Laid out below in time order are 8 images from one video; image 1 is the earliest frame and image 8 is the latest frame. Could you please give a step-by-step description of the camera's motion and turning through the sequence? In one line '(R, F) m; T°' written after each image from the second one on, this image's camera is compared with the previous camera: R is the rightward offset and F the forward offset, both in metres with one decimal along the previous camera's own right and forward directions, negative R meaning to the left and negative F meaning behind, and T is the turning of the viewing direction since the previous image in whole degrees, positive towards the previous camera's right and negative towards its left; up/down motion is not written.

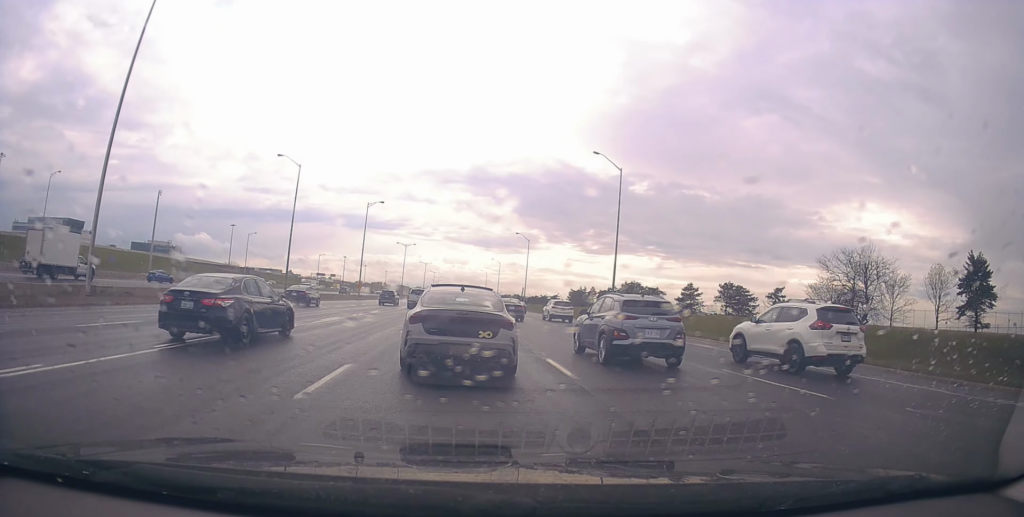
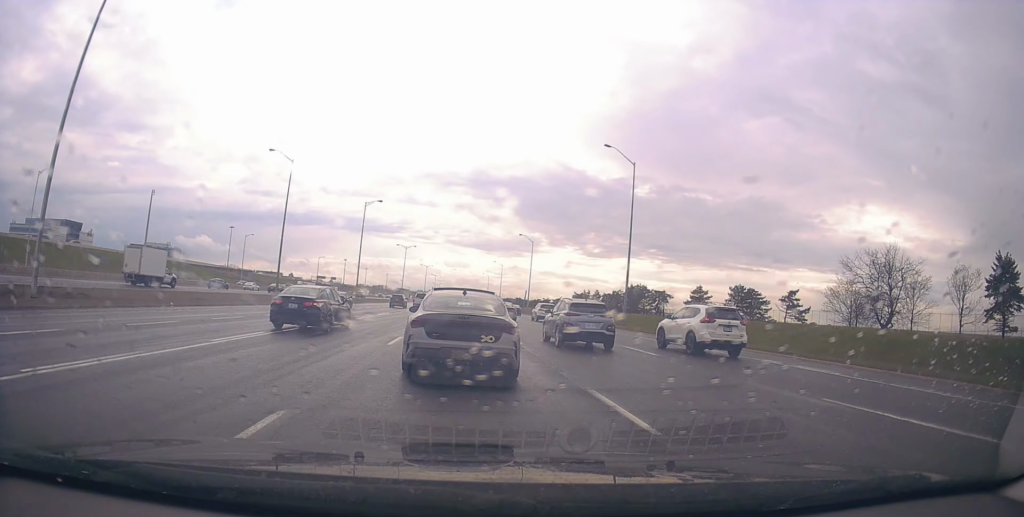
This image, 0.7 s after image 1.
(-0.1, +4.2) m; -2°
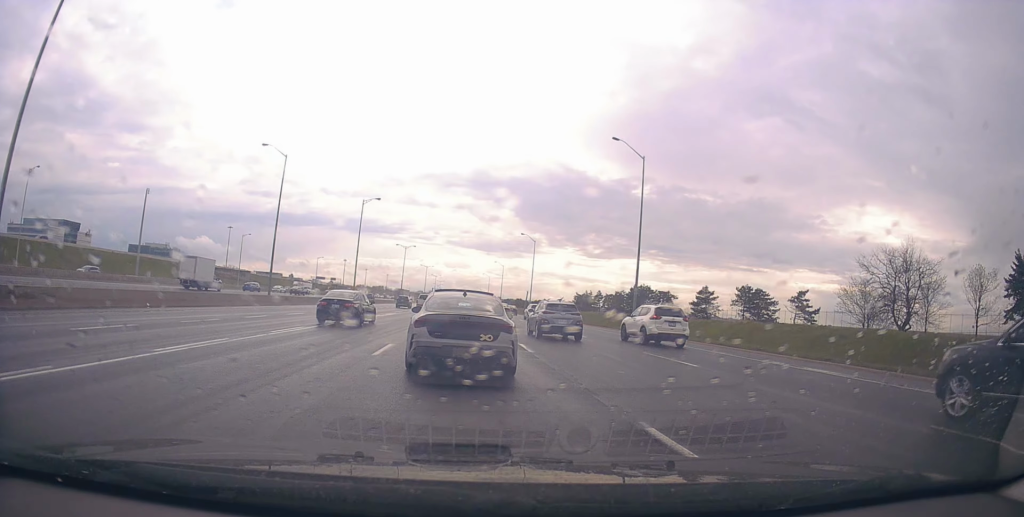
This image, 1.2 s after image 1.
(+0.2, +2.7) m; -2°
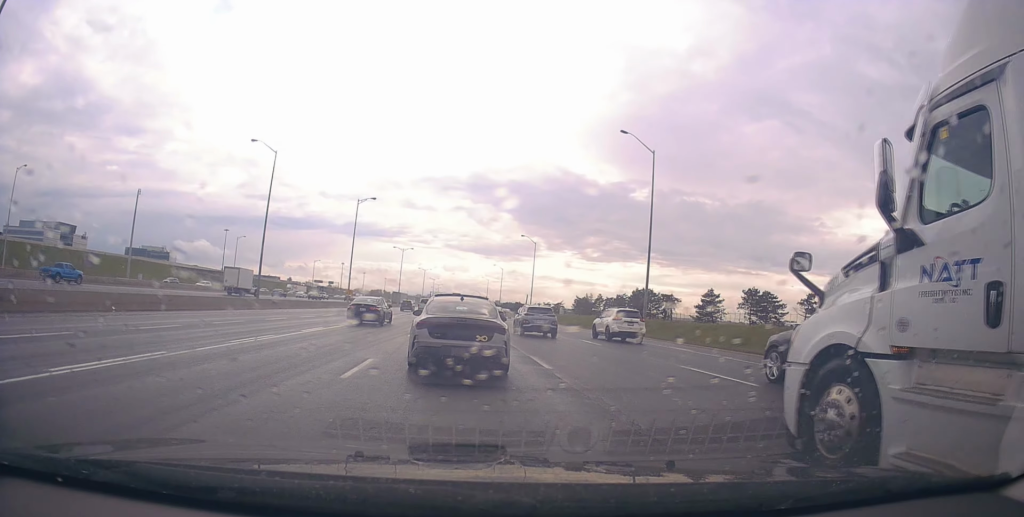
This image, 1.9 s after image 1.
(-0.2, +3.4) m; 0°
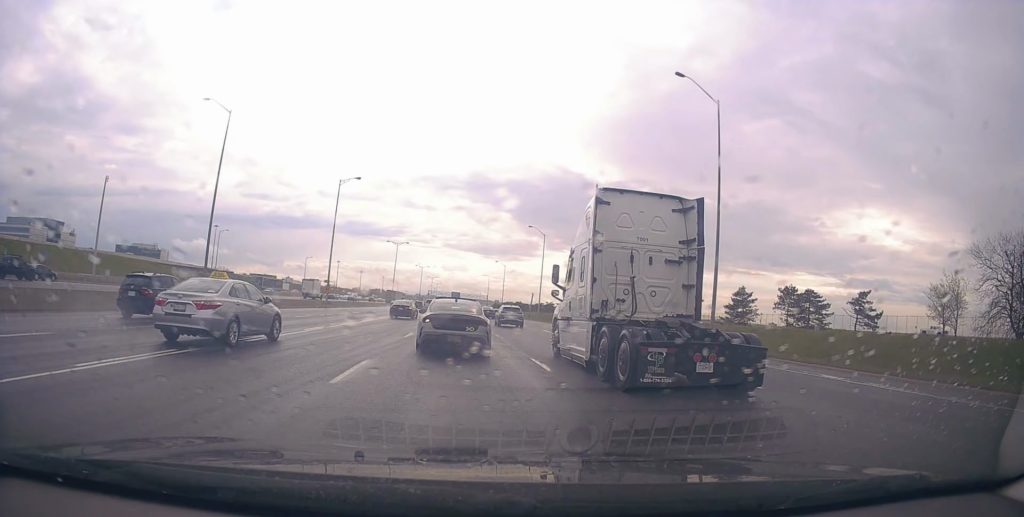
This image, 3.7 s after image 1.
(+0.5, +12.2) m; +2°
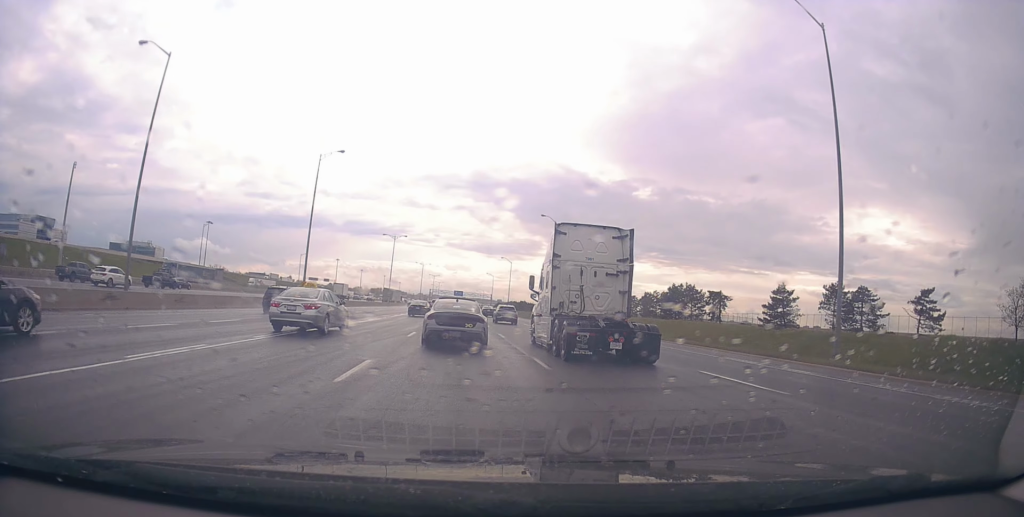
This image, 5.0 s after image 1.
(-0.2, +11.7) m; +1°
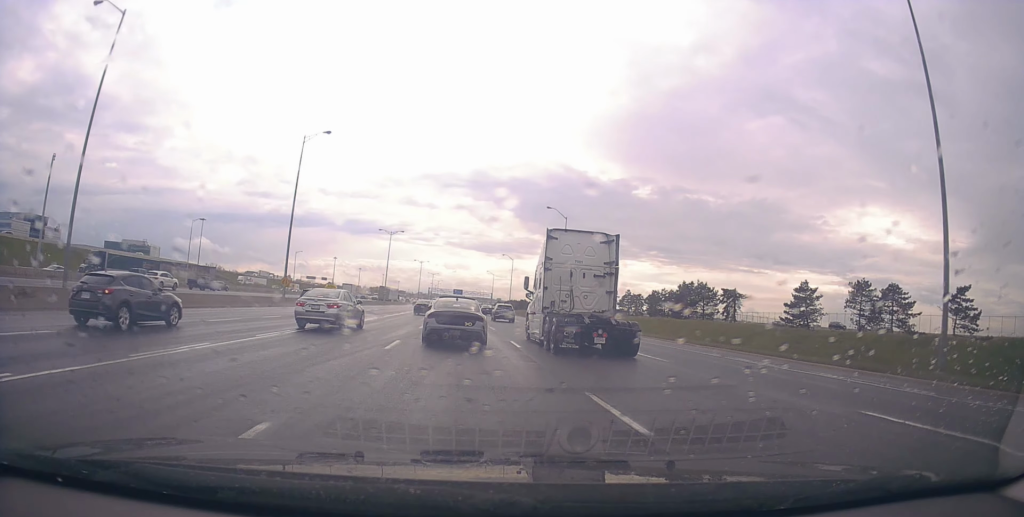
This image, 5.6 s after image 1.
(+0.2, +6.1) m; +1°
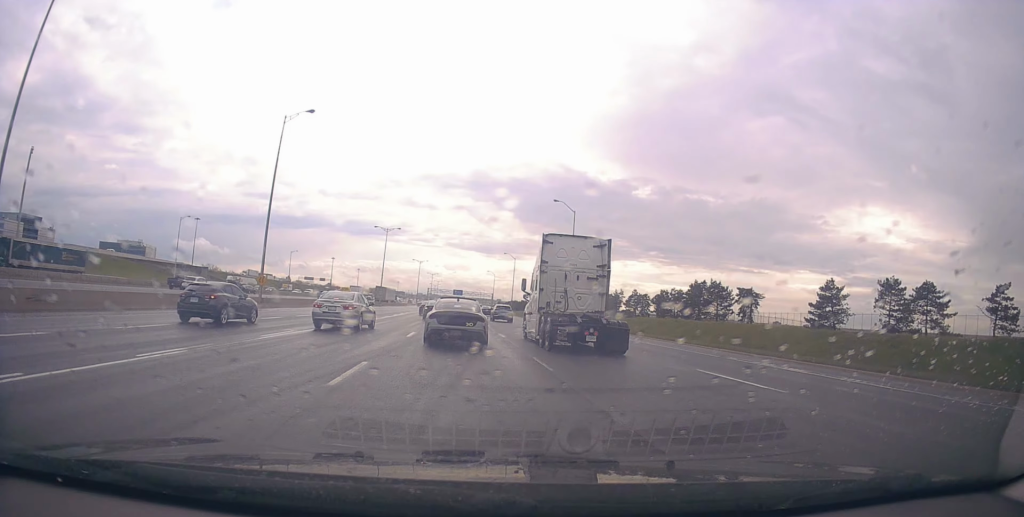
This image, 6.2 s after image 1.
(-0.1, +6.2) m; -1°
